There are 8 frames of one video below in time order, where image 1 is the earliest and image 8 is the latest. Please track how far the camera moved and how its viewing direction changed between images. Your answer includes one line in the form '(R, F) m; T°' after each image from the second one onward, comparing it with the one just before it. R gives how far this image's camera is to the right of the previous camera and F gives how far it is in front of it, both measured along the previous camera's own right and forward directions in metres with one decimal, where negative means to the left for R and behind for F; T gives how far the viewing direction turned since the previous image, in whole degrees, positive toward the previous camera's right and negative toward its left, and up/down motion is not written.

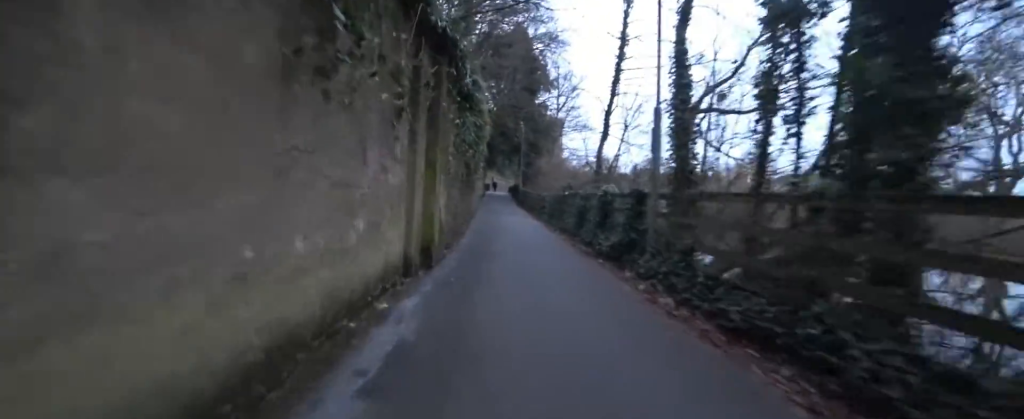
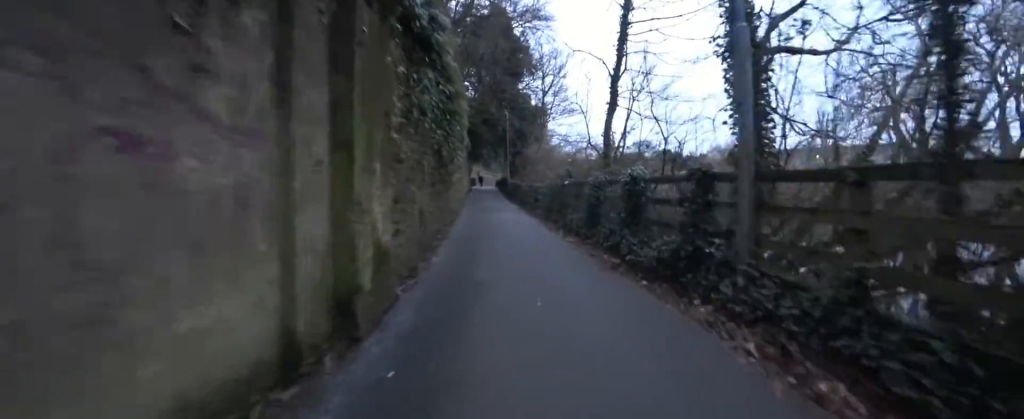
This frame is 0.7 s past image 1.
(+0.5, +2.7) m; +10°
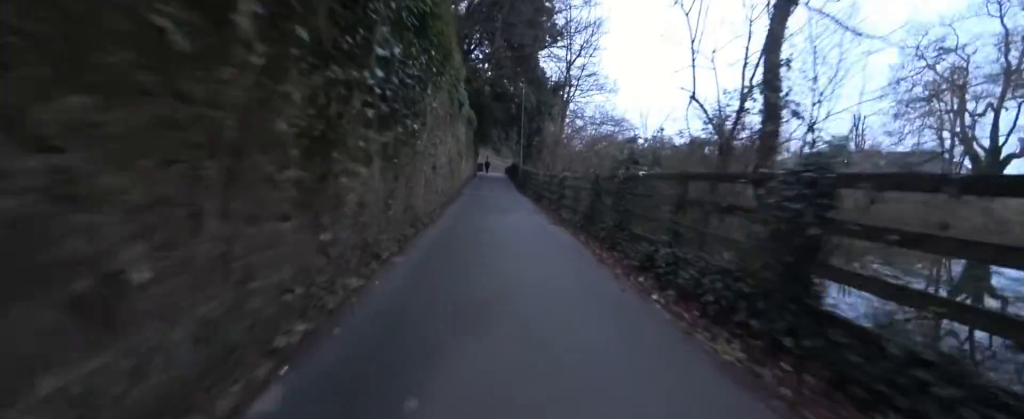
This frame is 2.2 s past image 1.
(+0.1, +6.1) m; -2°
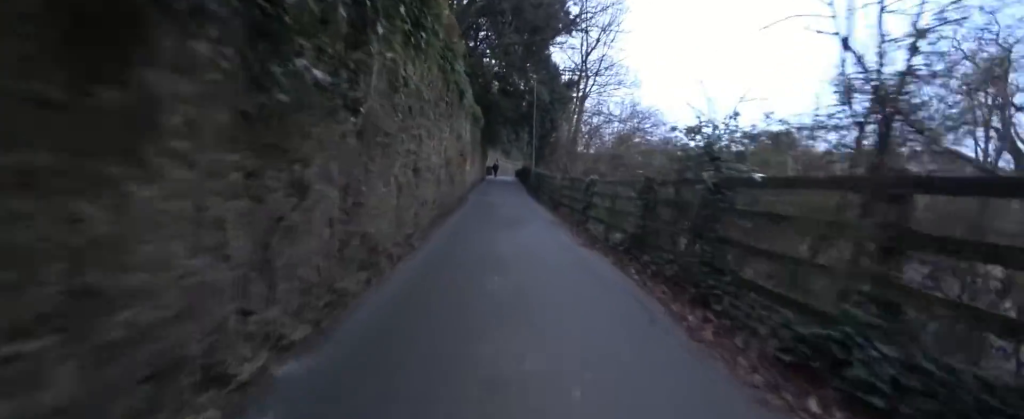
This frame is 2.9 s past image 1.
(-0.1, +2.8) m; -9°
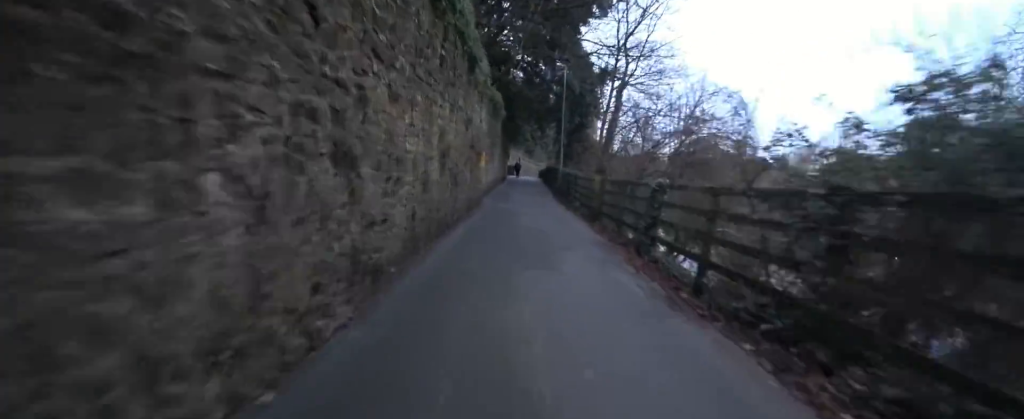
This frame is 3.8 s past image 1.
(-0.4, +3.6) m; -7°
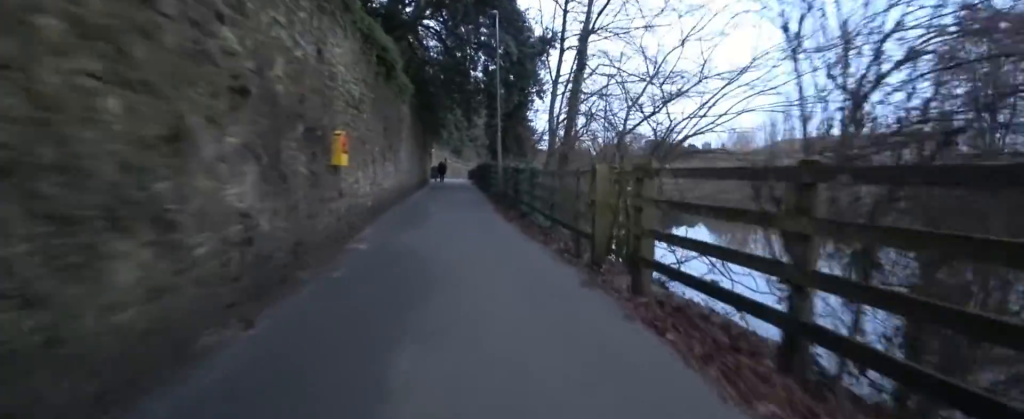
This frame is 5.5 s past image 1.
(+0.5, +7.4) m; +12°
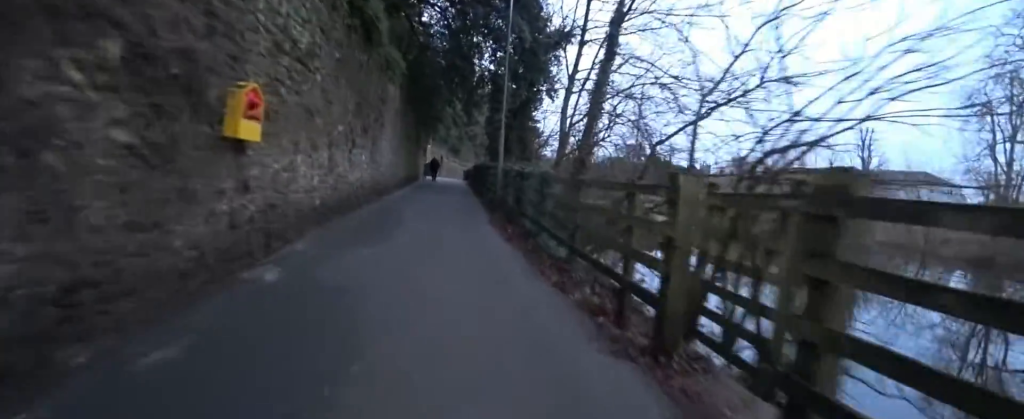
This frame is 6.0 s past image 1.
(+0.1, +2.5) m; -10°
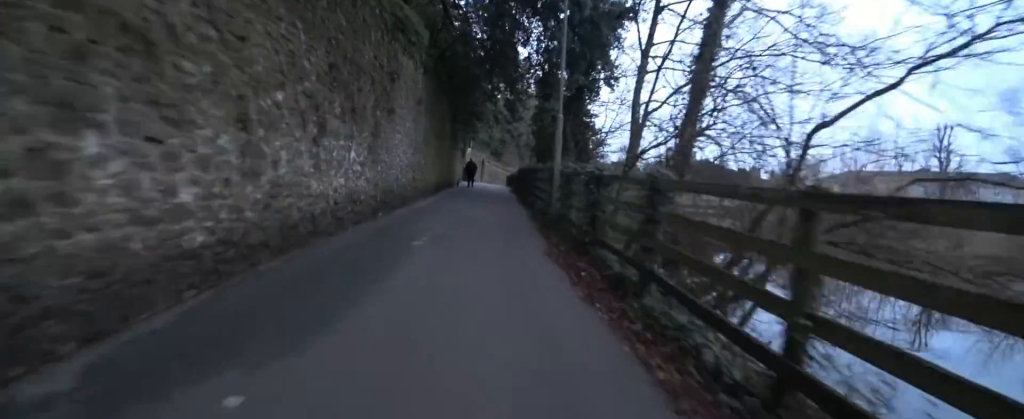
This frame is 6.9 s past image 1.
(-0.6, +3.4) m; -6°
